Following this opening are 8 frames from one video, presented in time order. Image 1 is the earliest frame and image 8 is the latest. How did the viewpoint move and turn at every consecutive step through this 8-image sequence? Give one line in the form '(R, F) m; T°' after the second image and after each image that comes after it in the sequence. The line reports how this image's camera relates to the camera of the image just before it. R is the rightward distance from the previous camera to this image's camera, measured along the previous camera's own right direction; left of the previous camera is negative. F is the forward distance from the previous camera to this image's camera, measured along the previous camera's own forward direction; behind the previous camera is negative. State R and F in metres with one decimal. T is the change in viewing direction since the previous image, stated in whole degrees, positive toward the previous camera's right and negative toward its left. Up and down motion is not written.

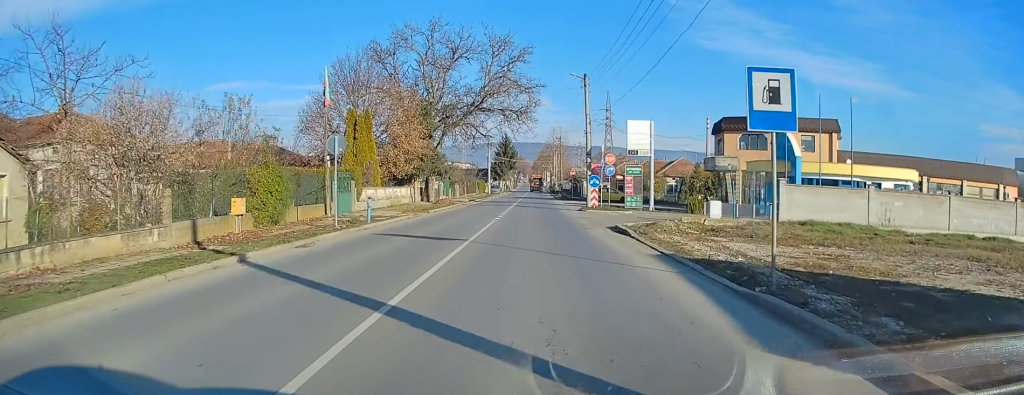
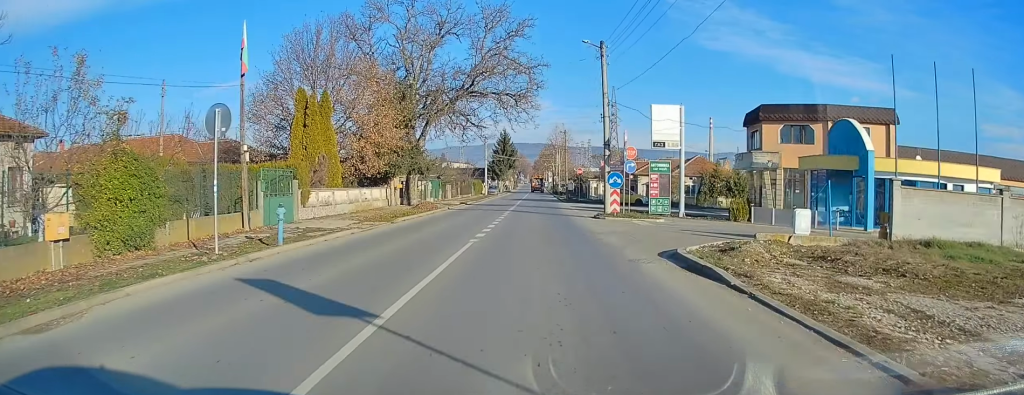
(0.0, +8.6) m; 0°
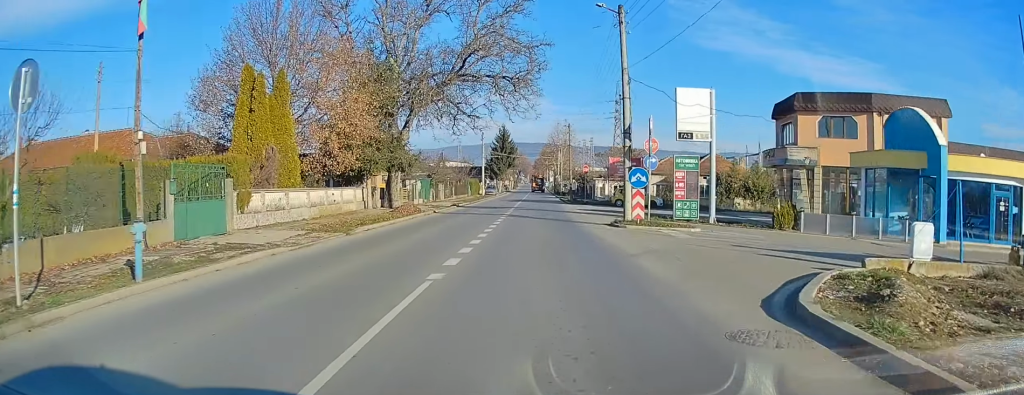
(0.0, +6.0) m; 0°
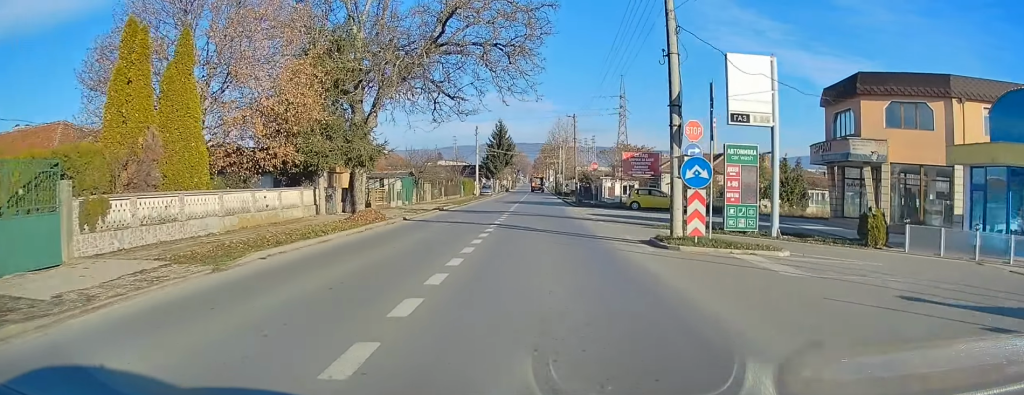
(0.0, +7.8) m; 0°
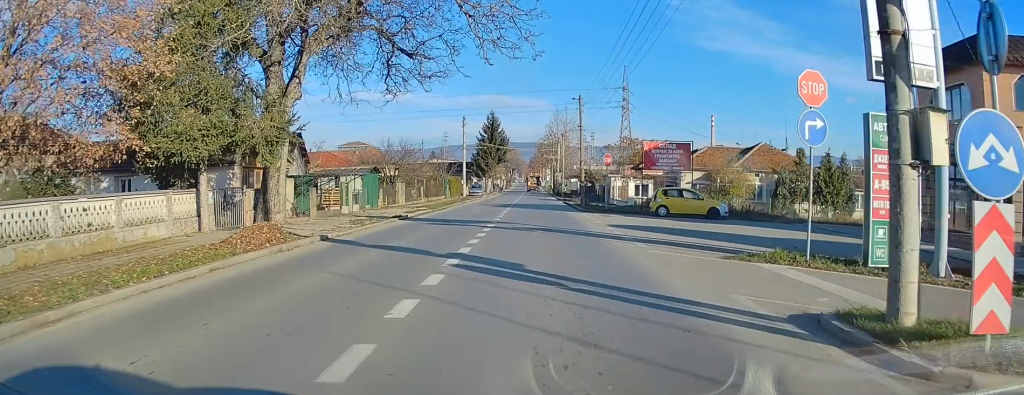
(-0.1, +9.8) m; 0°
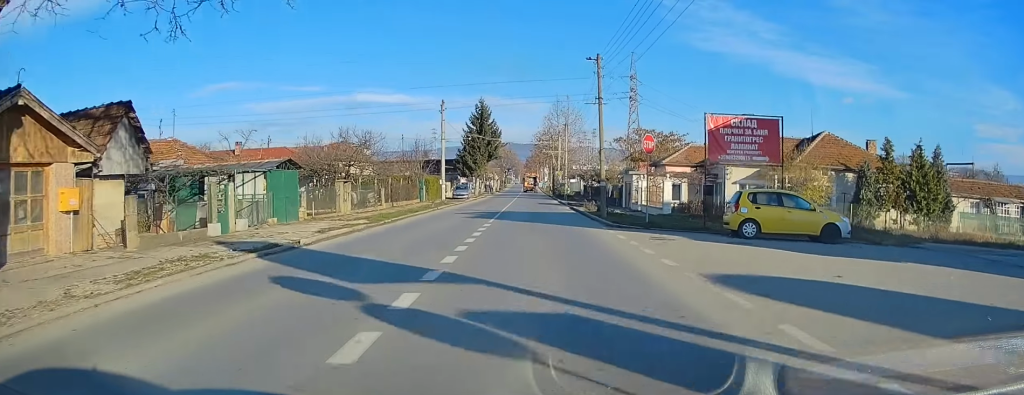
(0.0, +13.2) m; 0°
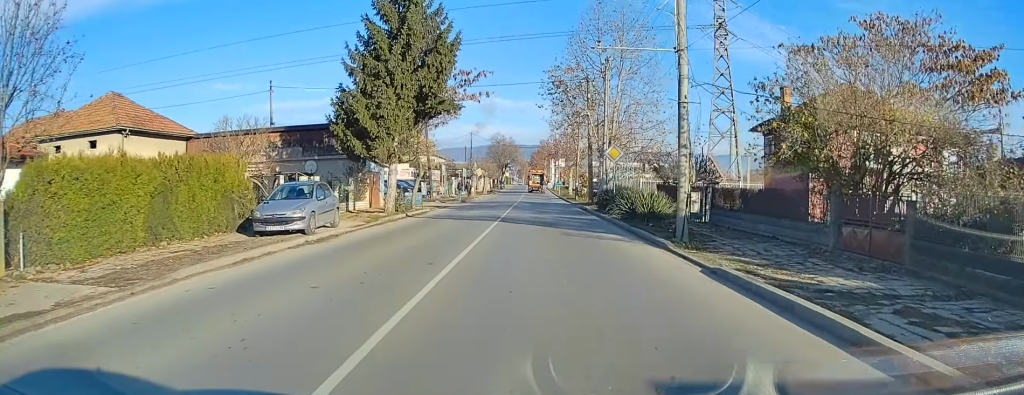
(+0.2, +47.4) m; 0°
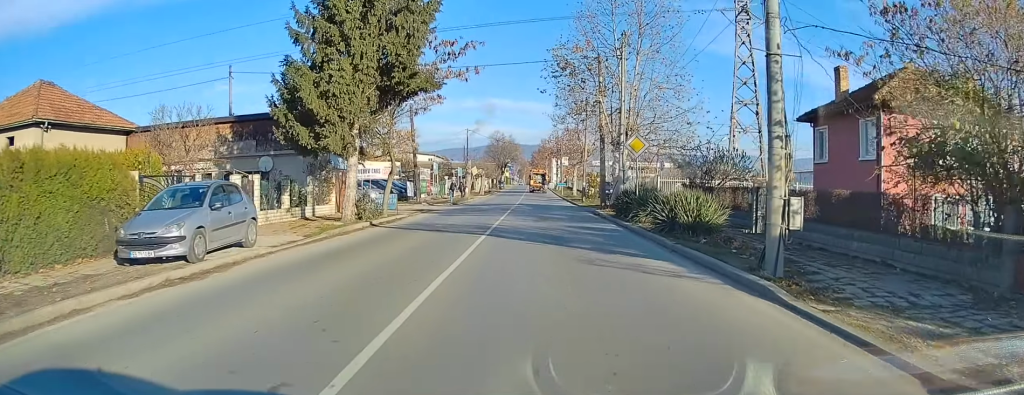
(0.0, +6.3) m; 0°
